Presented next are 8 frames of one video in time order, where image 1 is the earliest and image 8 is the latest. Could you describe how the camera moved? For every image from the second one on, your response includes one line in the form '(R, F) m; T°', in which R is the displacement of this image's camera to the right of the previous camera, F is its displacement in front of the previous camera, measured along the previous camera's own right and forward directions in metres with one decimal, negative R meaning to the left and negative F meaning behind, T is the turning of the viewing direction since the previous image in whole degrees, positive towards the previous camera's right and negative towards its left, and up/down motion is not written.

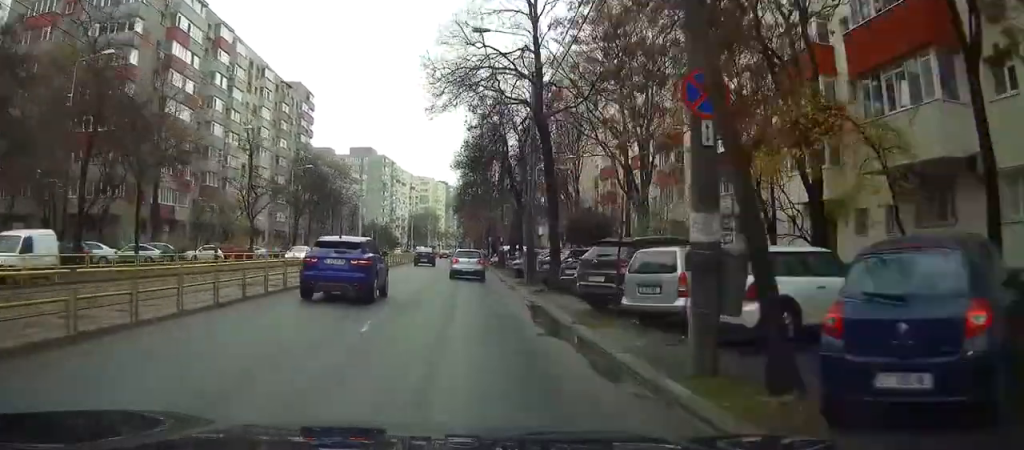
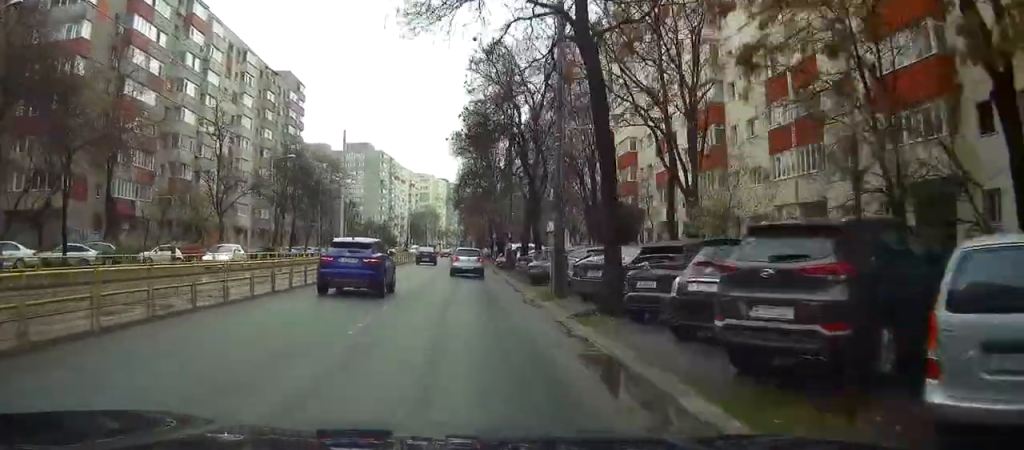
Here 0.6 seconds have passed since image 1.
(-0.2, +9.1) m; -1°
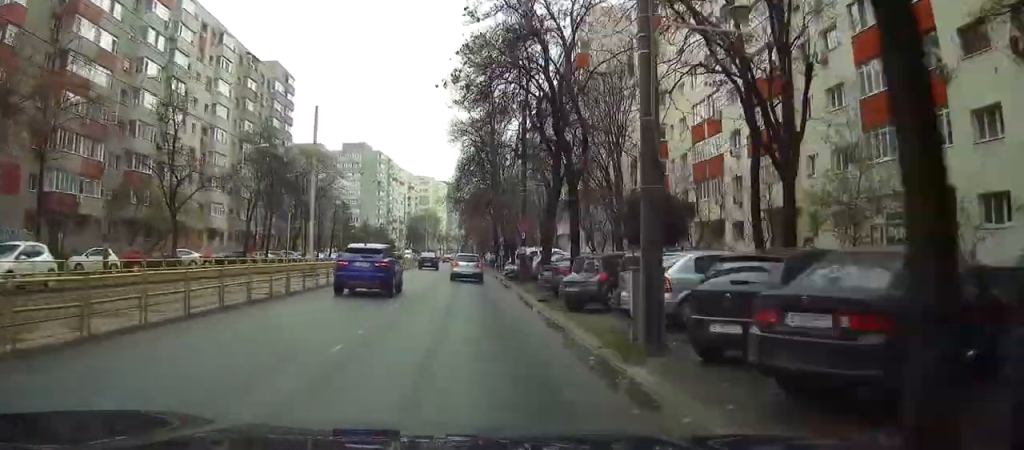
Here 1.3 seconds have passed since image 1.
(+0.1, +10.2) m; 0°
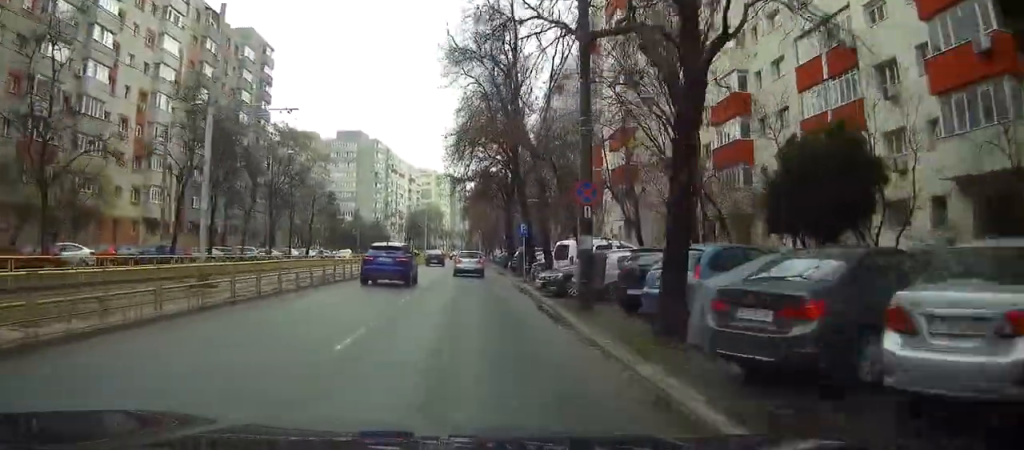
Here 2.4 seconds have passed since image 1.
(0.0, +17.6) m; 0°
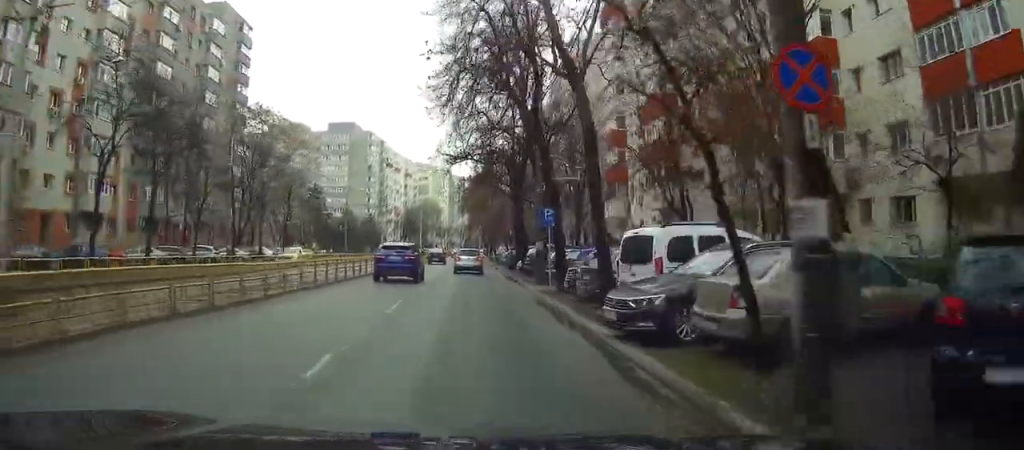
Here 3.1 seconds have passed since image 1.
(+0.1, +11.5) m; 0°
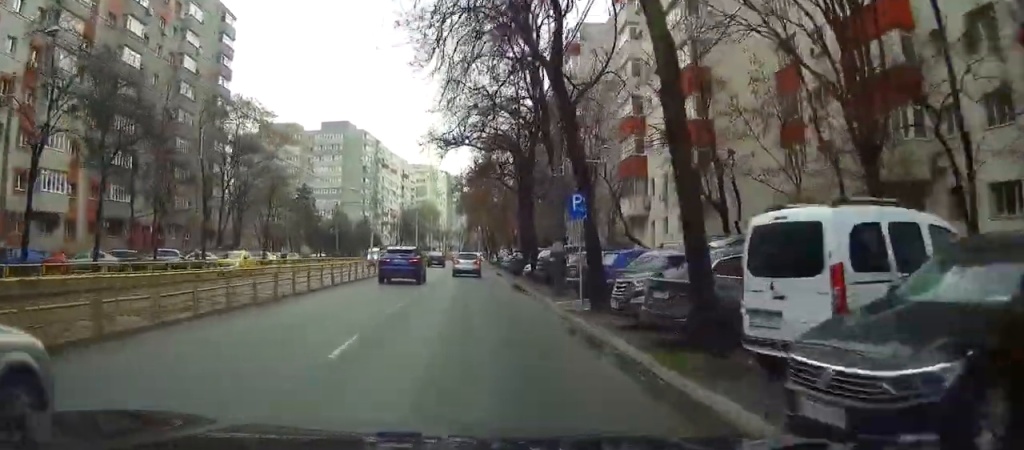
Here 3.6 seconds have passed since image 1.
(+0.1, +6.9) m; 0°
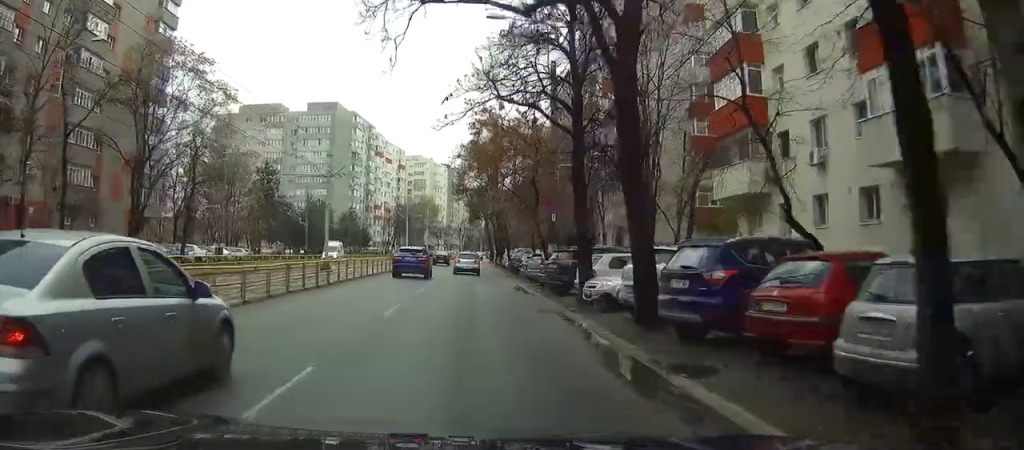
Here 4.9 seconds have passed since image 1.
(-0.2, +21.1) m; -1°
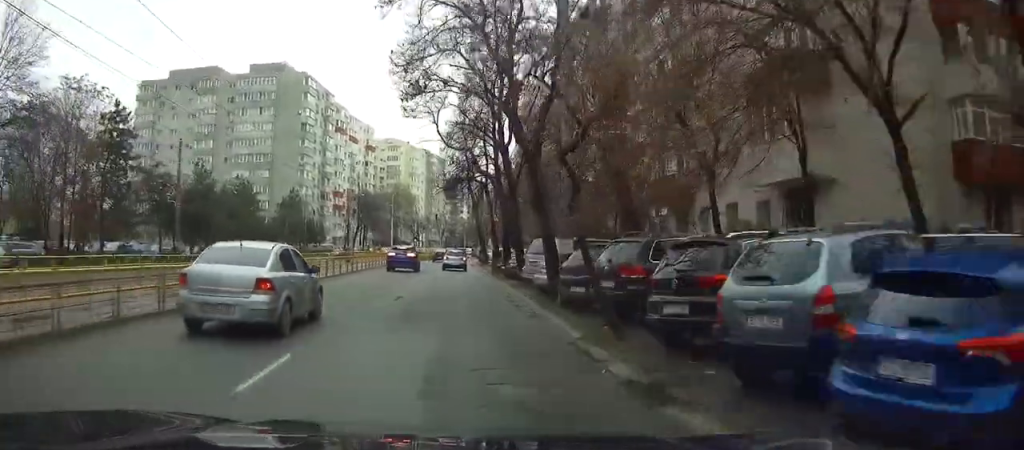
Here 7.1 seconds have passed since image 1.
(+0.5, +34.6) m; +2°
